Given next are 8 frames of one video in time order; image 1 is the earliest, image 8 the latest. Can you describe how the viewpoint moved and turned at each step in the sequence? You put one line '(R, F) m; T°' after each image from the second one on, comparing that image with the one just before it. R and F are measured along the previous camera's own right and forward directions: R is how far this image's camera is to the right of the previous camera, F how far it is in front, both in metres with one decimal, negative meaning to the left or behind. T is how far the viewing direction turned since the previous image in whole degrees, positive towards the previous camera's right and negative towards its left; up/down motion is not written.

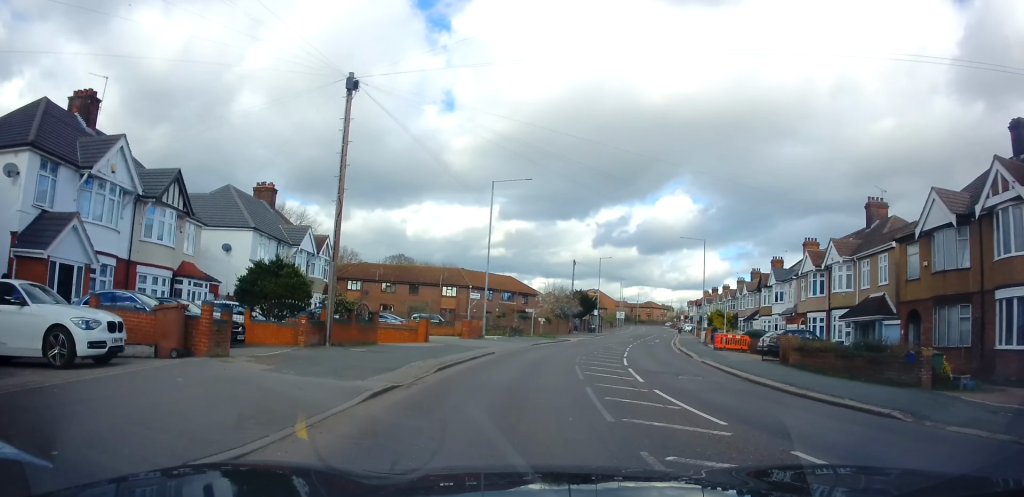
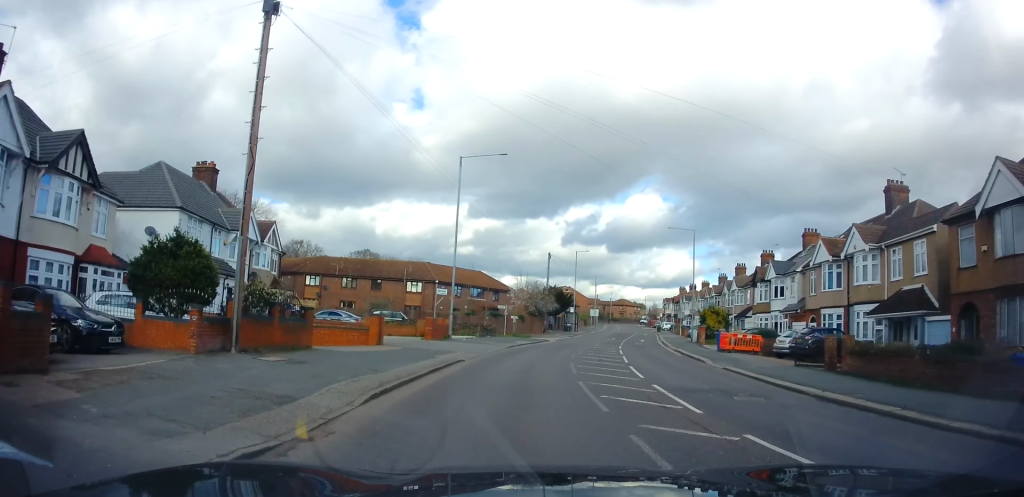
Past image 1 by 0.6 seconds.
(0.0, +5.1) m; +2°
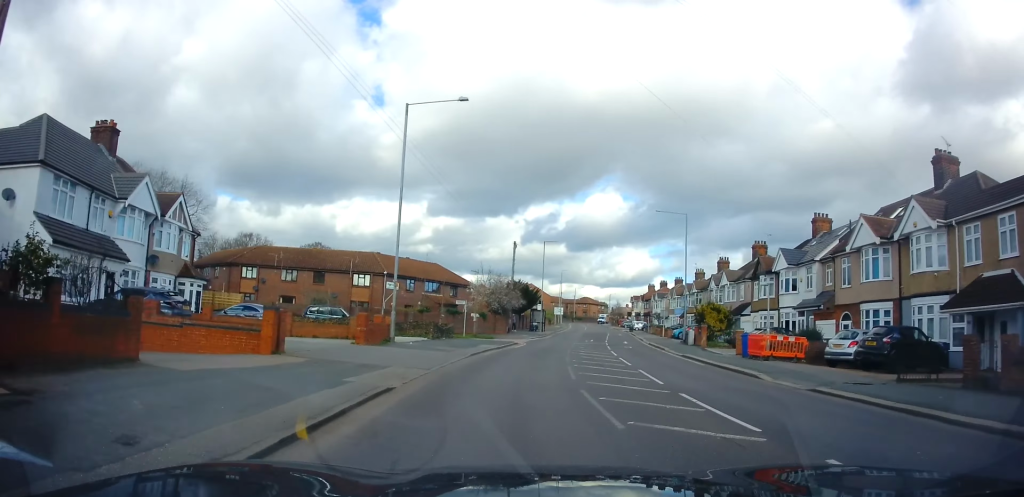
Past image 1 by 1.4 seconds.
(0.0, +7.7) m; +4°
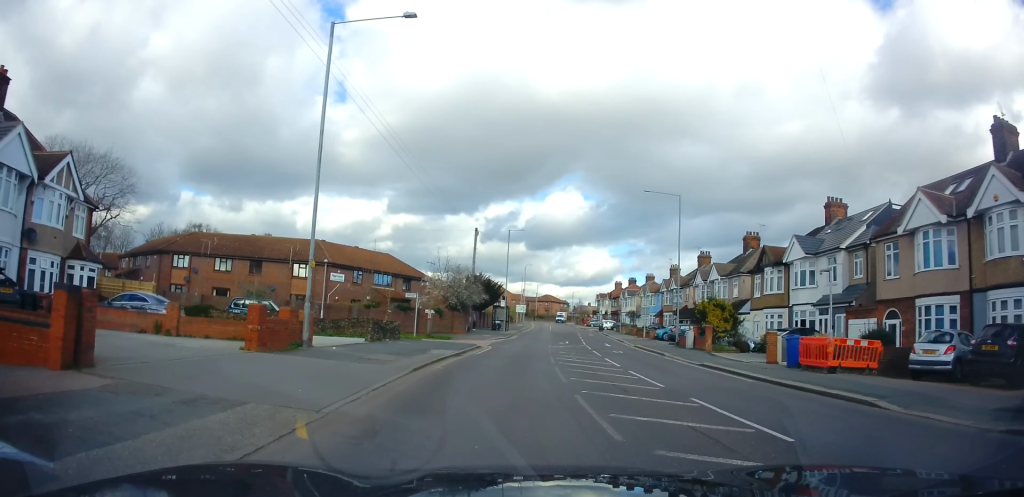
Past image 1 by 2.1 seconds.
(+0.4, +6.8) m; +5°
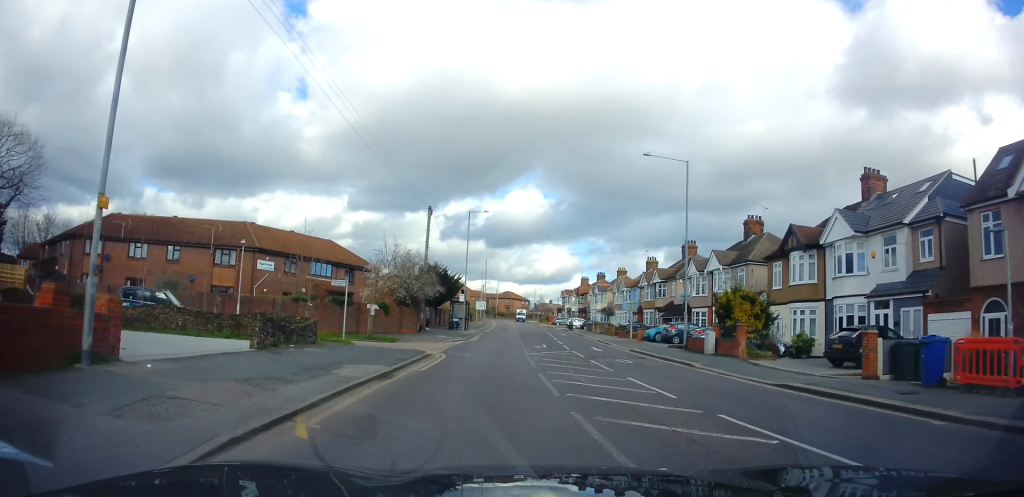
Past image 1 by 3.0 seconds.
(+0.3, +8.5) m; +2°
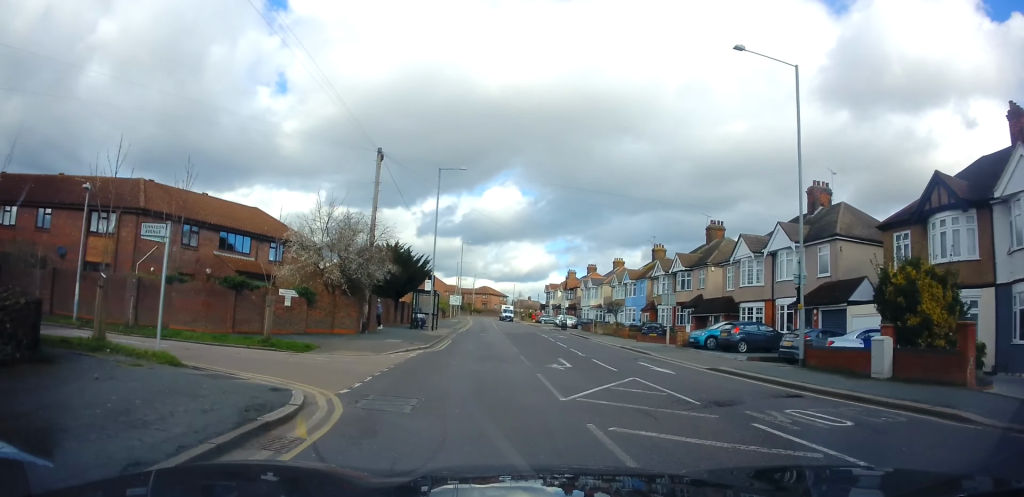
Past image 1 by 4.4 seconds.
(+0.4, +12.8) m; +5°
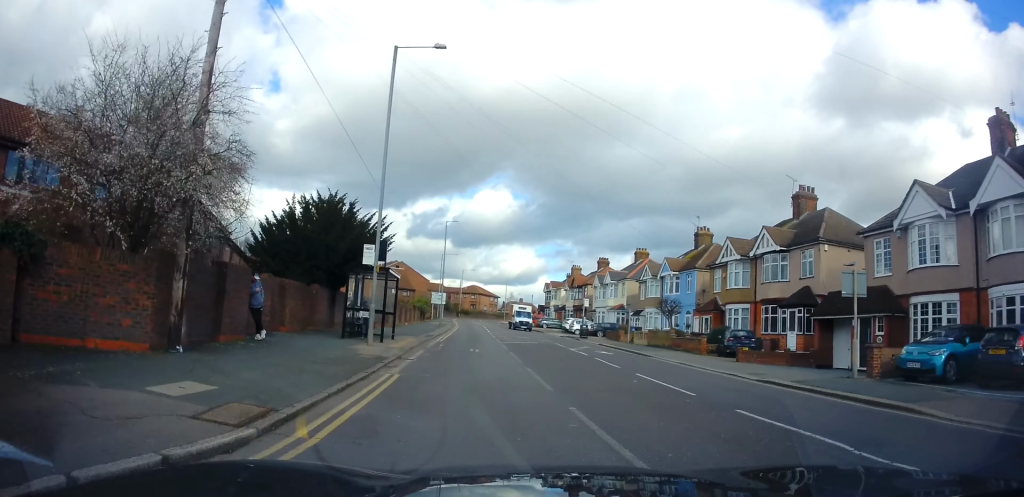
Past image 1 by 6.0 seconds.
(+0.1, +16.5) m; -2°
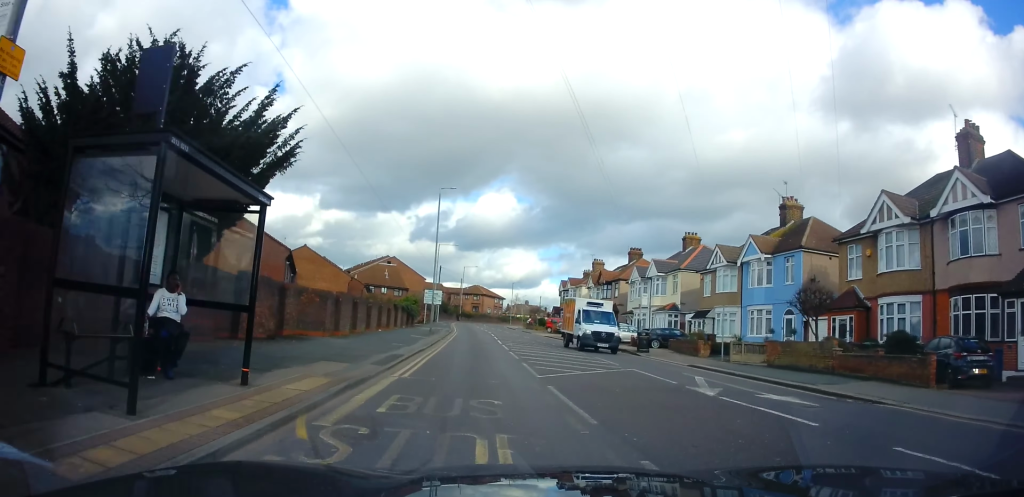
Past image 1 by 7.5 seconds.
(+0.4, +15.0) m; +2°
